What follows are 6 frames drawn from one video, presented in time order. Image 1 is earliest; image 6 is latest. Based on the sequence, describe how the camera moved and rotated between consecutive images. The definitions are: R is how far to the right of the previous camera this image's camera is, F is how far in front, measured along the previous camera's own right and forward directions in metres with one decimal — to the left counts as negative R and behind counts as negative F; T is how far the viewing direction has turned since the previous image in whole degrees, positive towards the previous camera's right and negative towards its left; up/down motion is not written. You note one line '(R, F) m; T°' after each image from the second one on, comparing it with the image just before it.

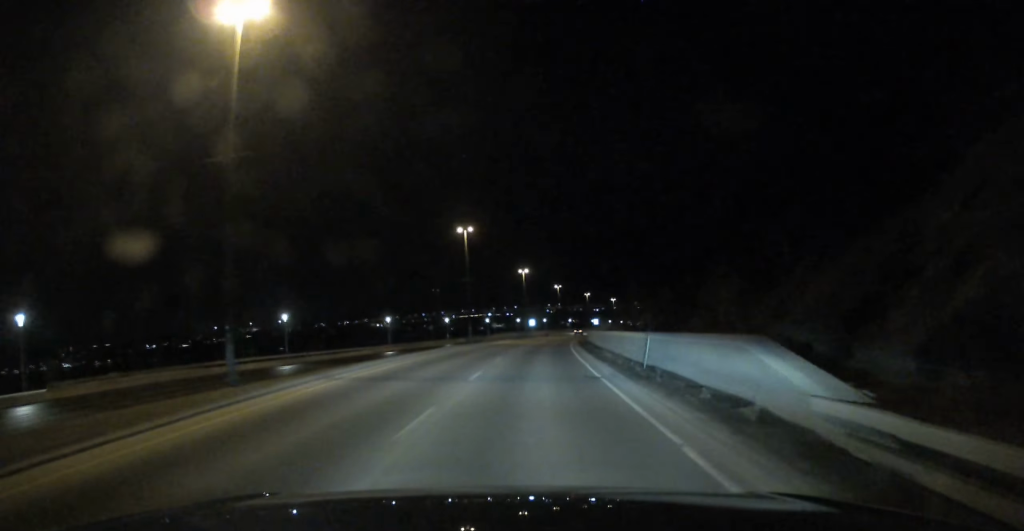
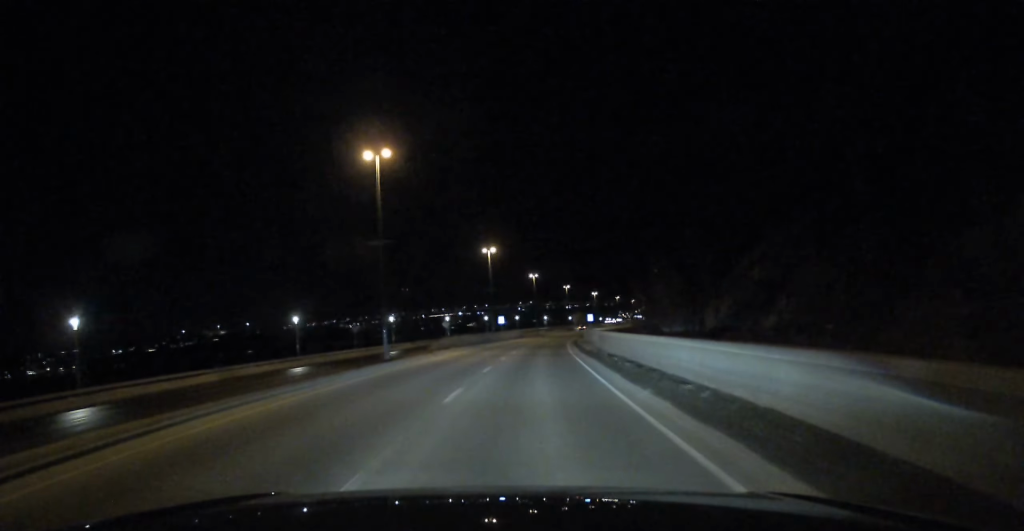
(+0.6, +32.4) m; +2°
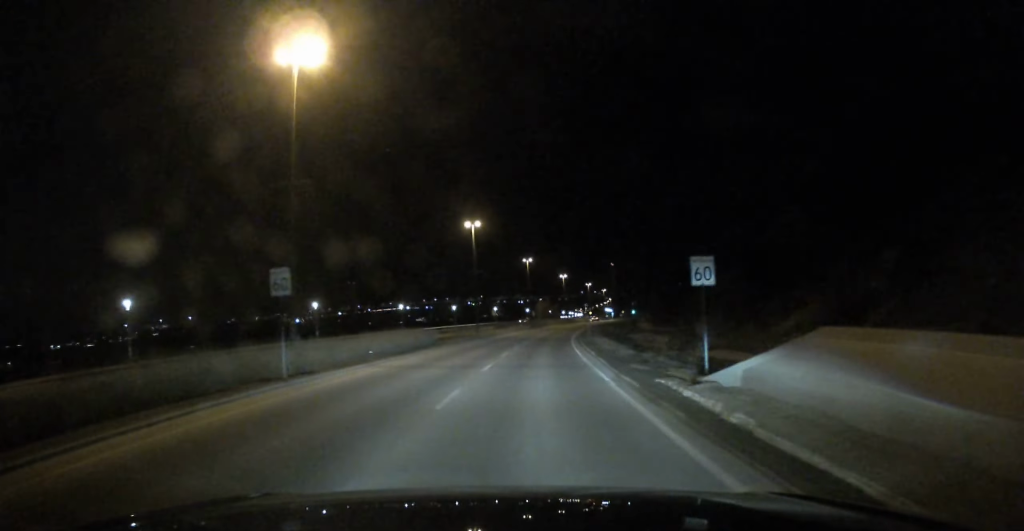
(+2.3, +64.0) m; +5°
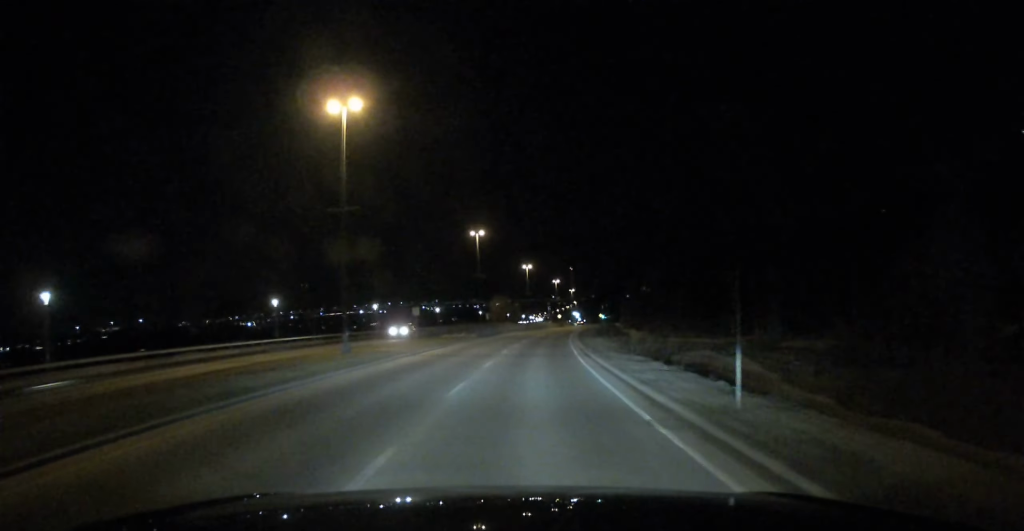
(+1.4, +42.8) m; +3°
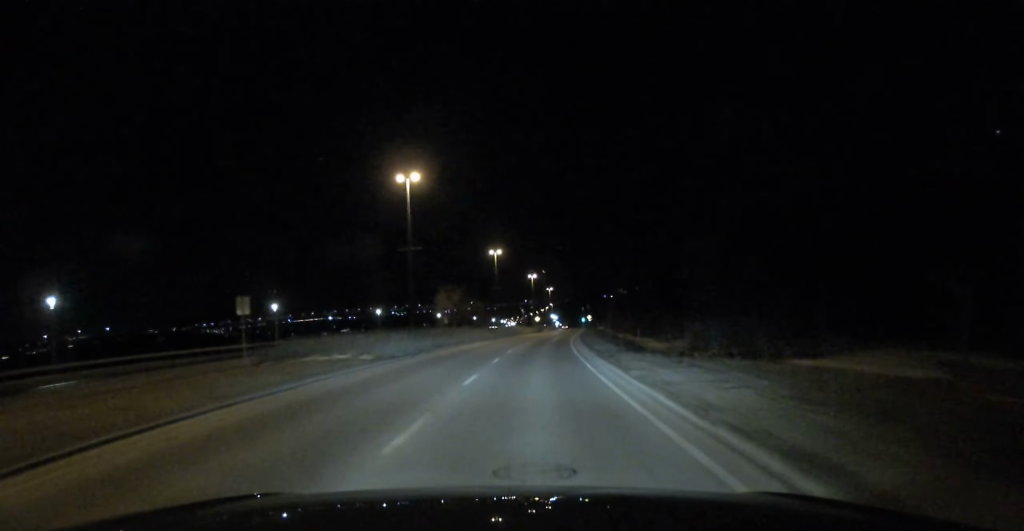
(+1.0, +33.2) m; +2°
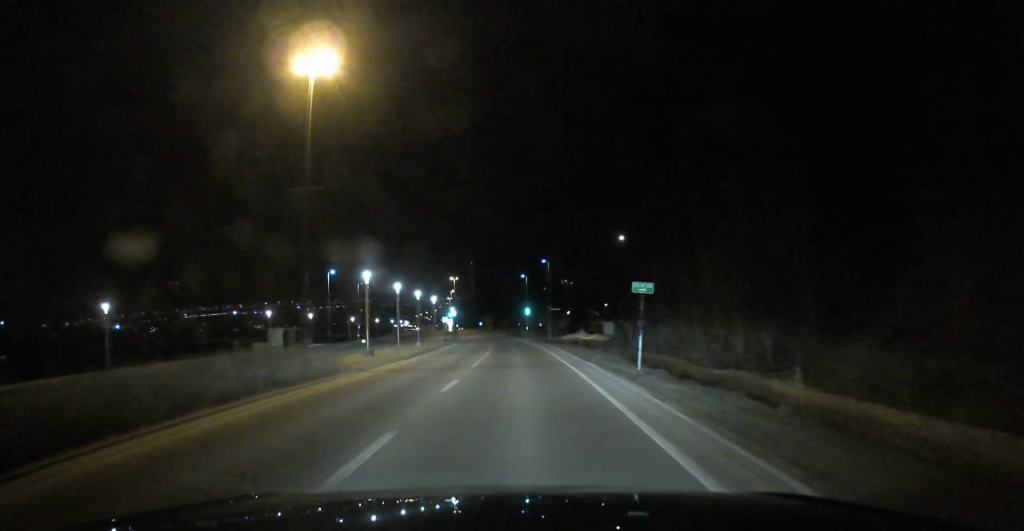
(+11.1, +170.0) m; +4°
